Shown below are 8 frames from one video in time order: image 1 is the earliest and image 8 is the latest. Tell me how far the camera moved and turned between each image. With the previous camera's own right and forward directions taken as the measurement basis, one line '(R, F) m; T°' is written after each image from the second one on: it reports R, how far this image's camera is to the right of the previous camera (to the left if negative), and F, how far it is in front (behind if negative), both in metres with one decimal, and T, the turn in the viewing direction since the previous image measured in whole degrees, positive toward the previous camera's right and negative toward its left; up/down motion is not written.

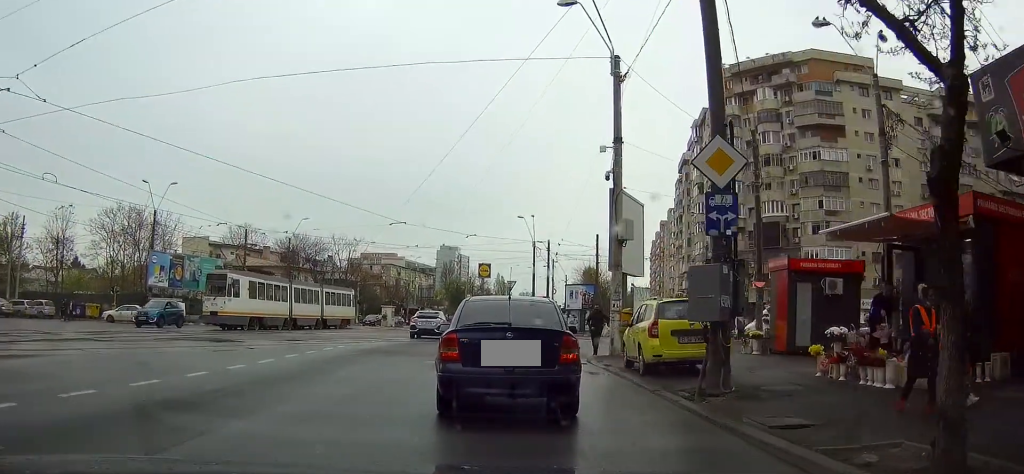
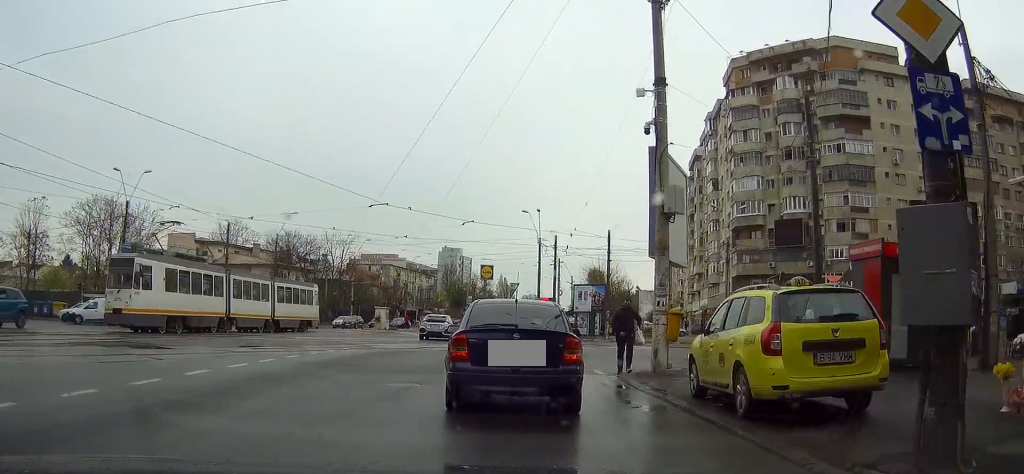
(+0.2, +6.0) m; +4°
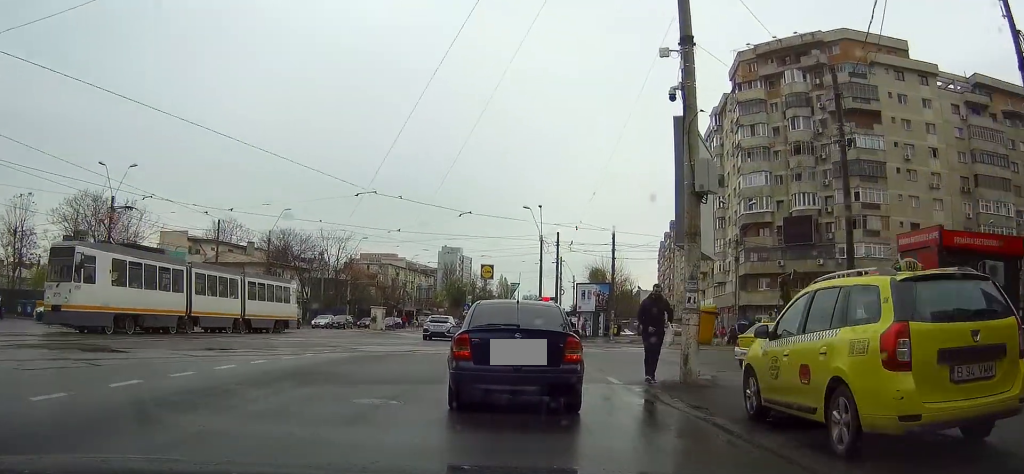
(+0.1, +2.8) m; +2°
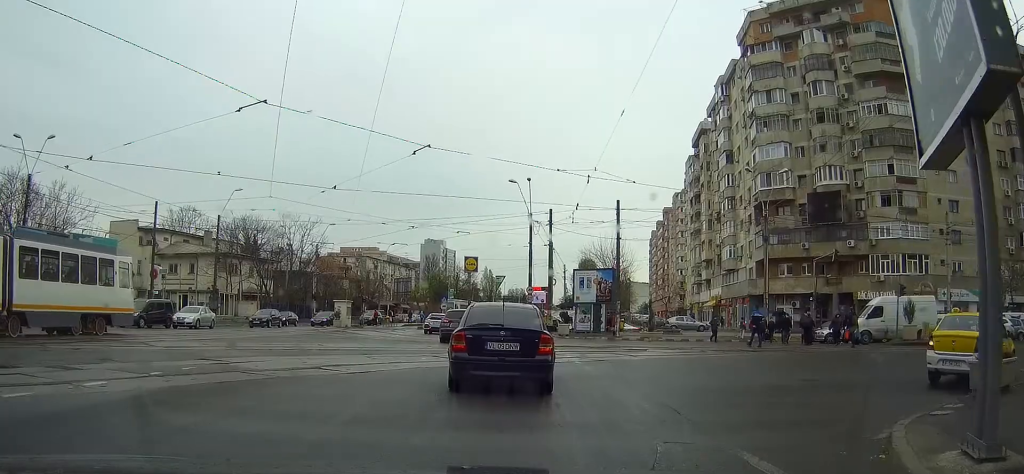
(-0.2, +11.9) m; -3°
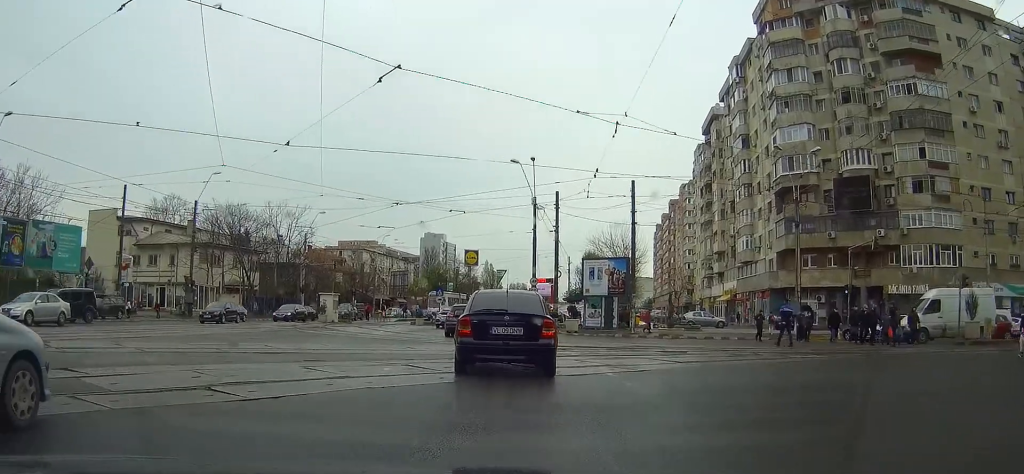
(0.0, +5.6) m; 0°
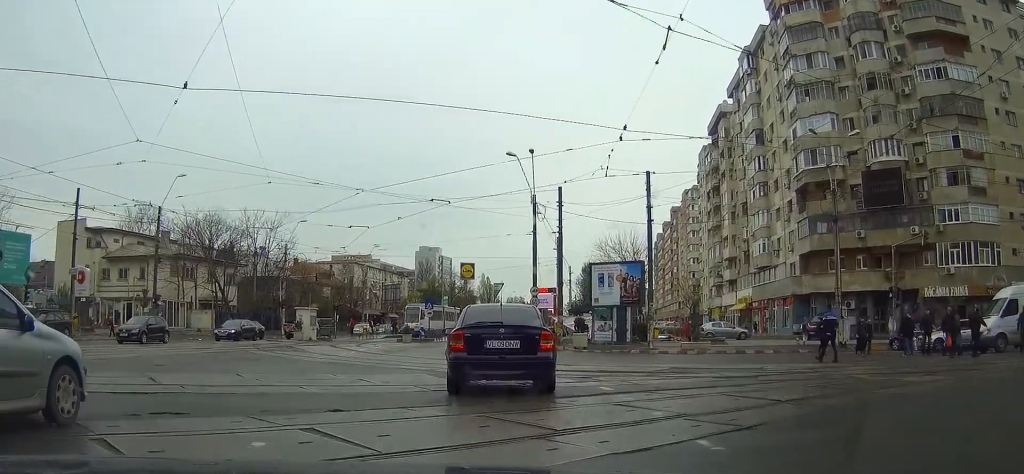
(0.0, +5.5) m; 0°
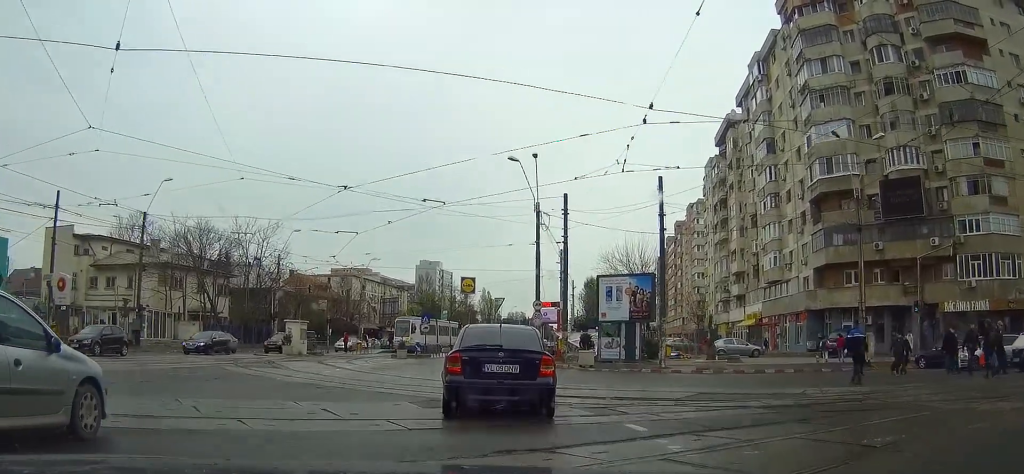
(0.0, +2.4) m; -1°
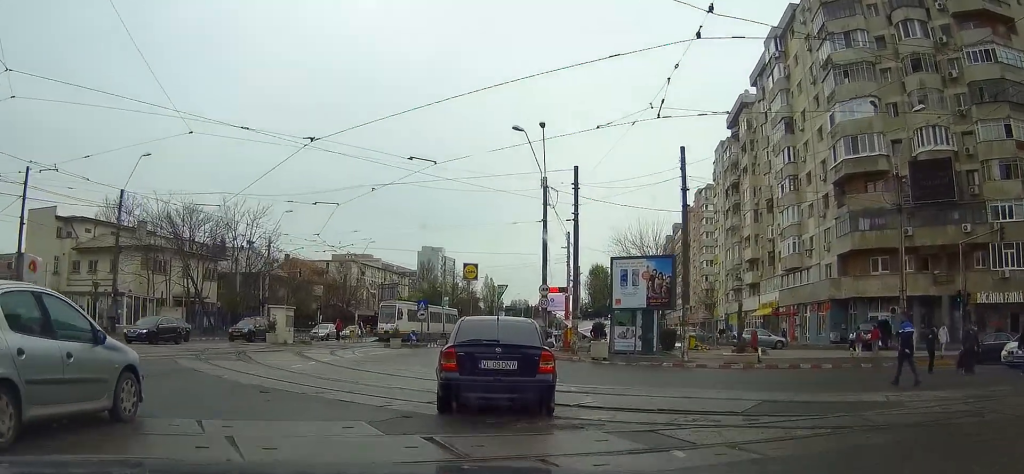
(0.0, +3.5) m; -1°
